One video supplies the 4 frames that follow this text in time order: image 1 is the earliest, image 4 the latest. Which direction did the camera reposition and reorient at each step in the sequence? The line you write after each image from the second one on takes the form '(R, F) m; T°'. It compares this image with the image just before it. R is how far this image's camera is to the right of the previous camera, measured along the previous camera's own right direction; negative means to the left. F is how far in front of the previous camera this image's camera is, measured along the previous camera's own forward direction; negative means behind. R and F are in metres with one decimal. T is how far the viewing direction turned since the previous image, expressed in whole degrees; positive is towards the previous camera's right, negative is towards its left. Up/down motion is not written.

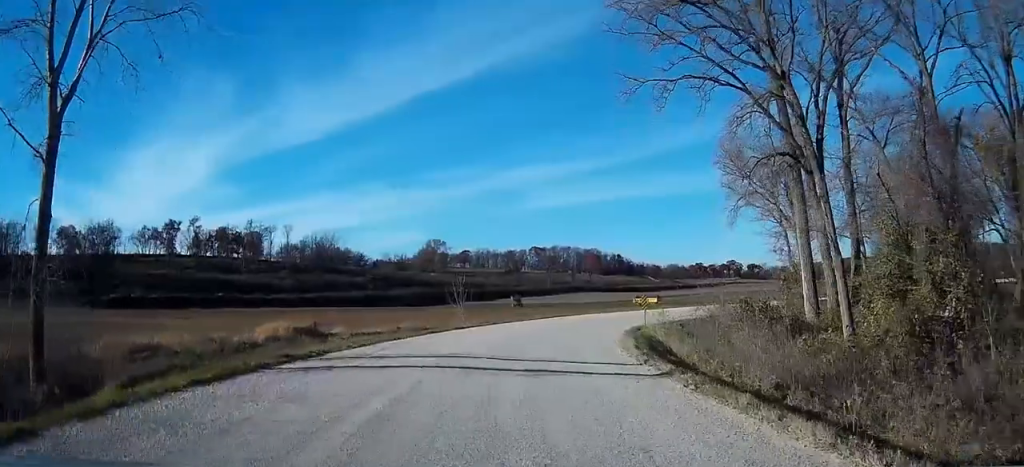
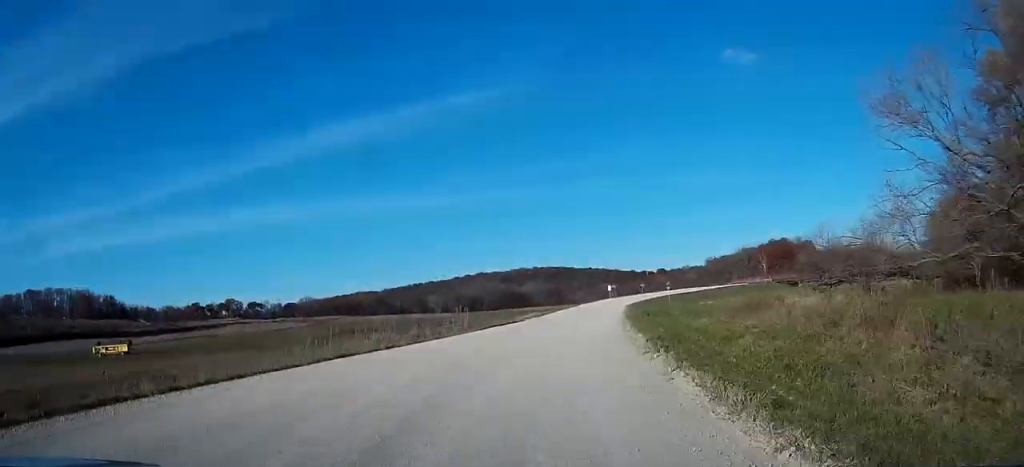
(+22.3, +70.6) m; +39°
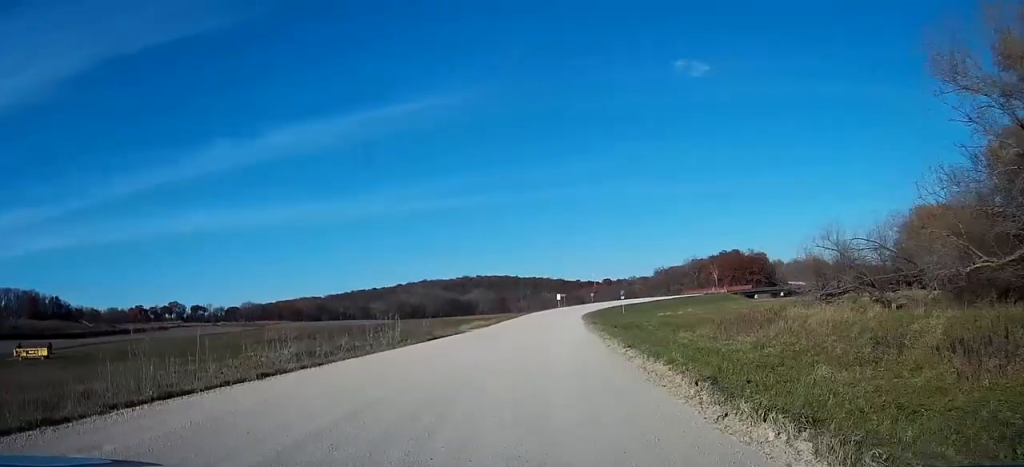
(+0.3, +8.8) m; +3°
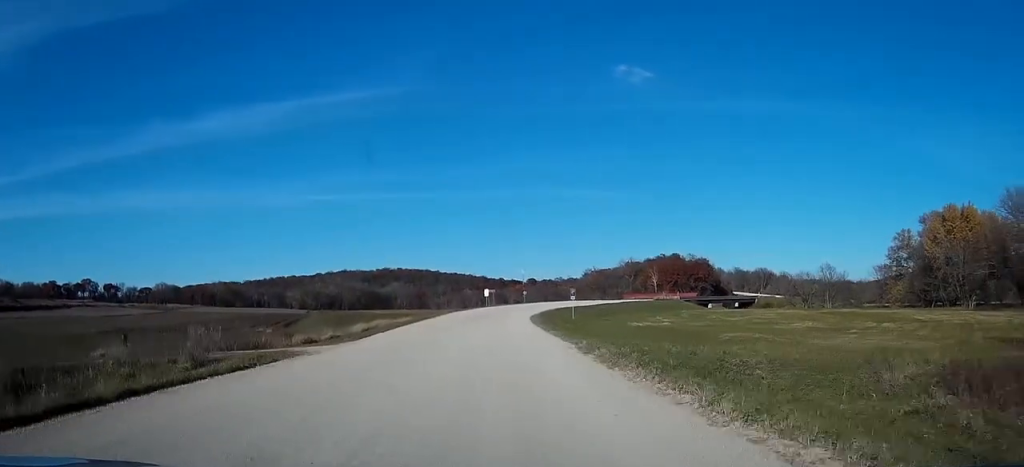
(+1.5, +30.9) m; +4°
